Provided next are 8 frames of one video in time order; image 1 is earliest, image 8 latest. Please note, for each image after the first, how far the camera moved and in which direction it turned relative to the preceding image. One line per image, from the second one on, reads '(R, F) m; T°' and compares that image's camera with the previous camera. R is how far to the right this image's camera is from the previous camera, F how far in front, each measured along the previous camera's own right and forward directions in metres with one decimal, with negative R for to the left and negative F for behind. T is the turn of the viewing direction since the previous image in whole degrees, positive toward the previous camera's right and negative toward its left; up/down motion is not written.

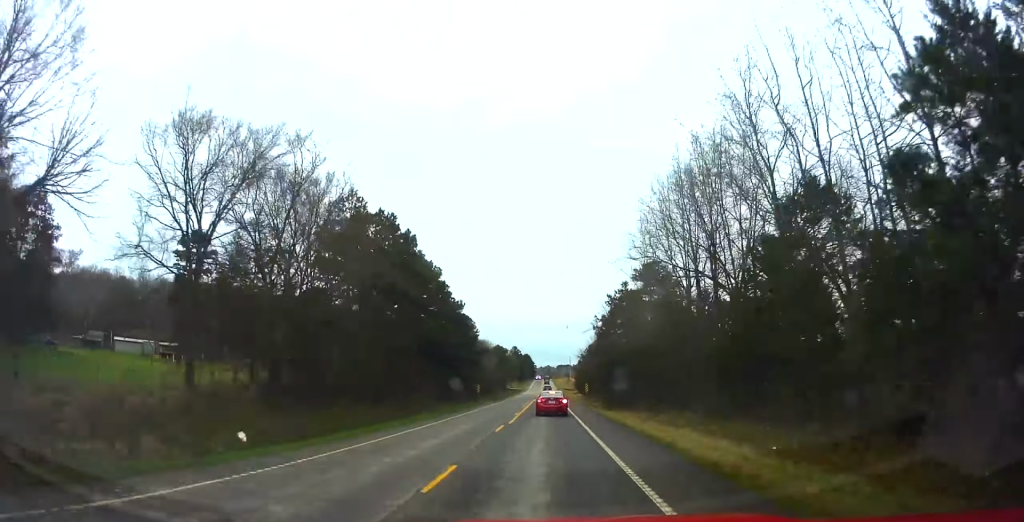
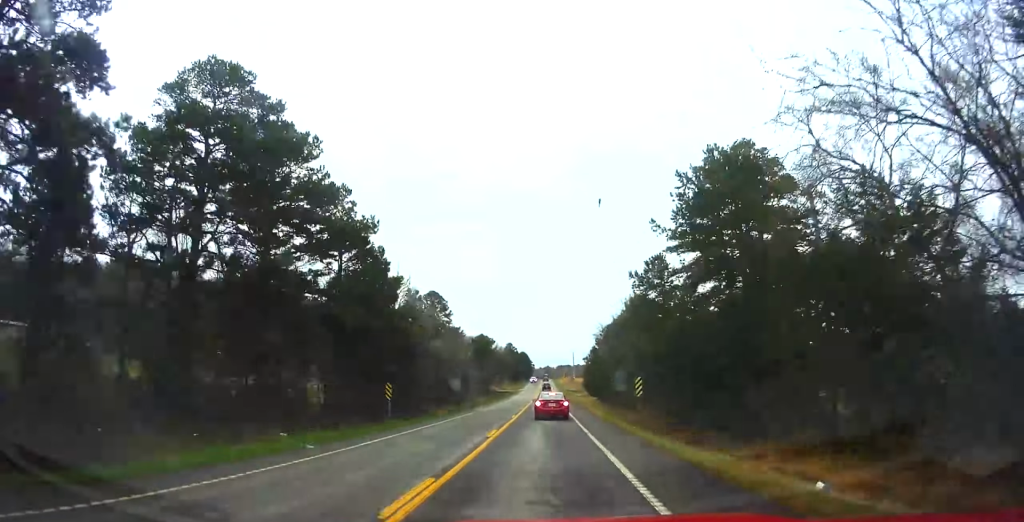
(+0.3, +35.7) m; 0°
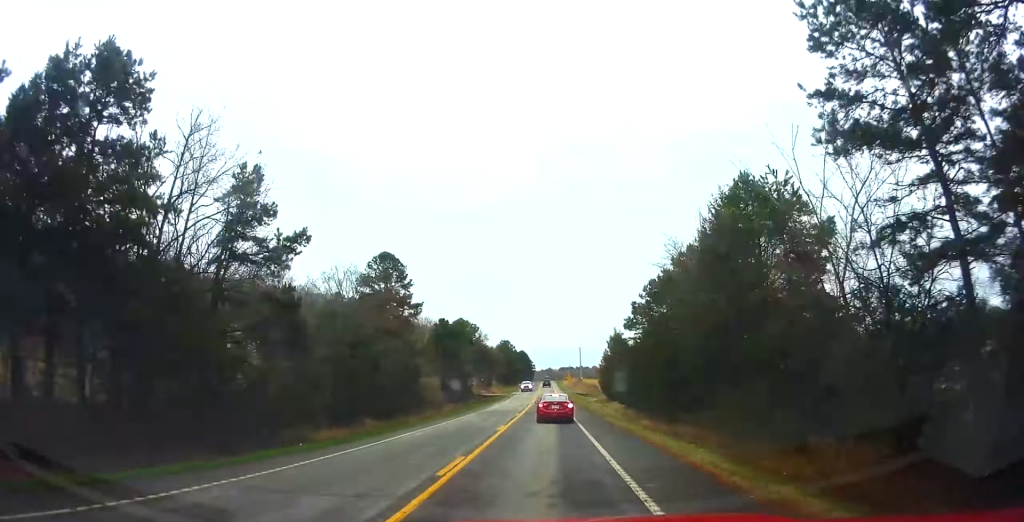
(-0.2, +31.4) m; 0°
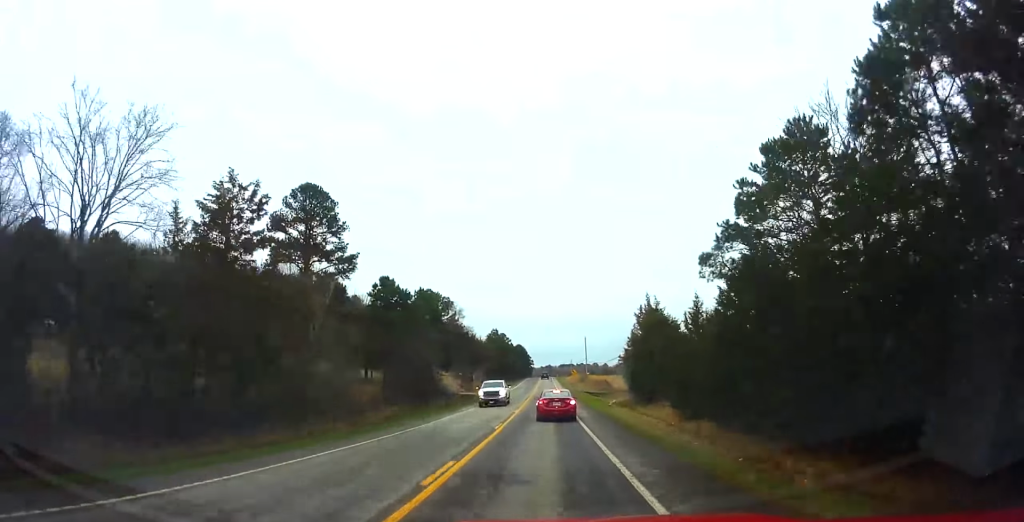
(-0.5, +26.5) m; 0°
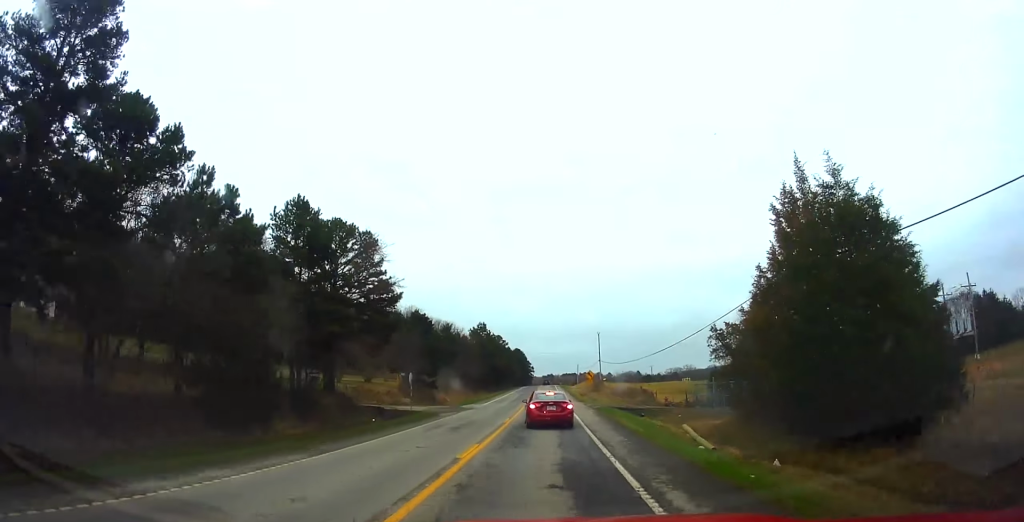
(+0.6, +36.7) m; 0°
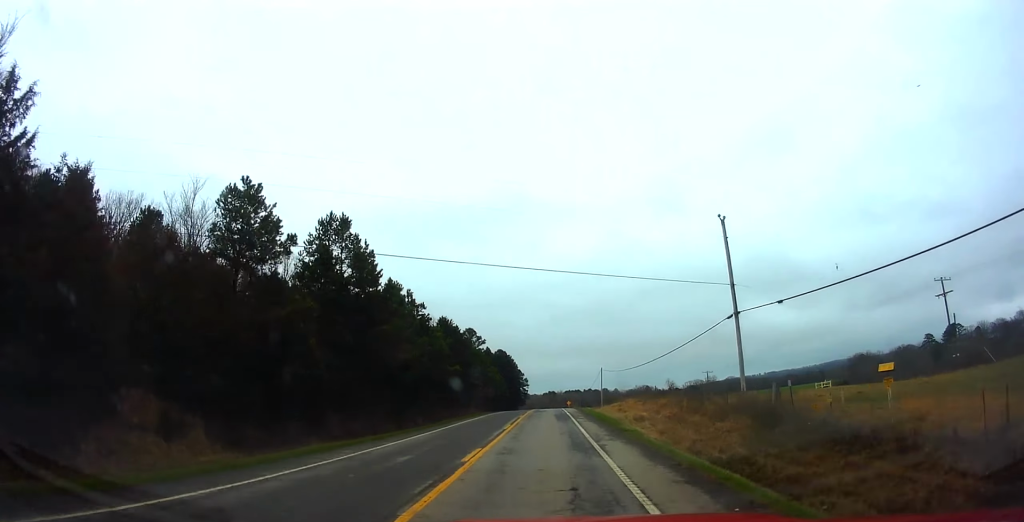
(-0.7, +88.9) m; 0°
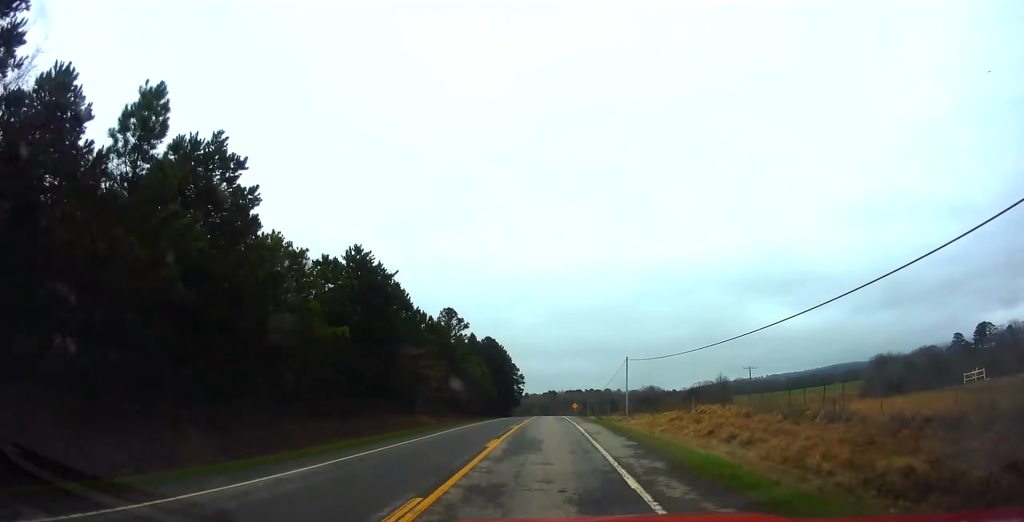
(+0.1, +31.2) m; 0°
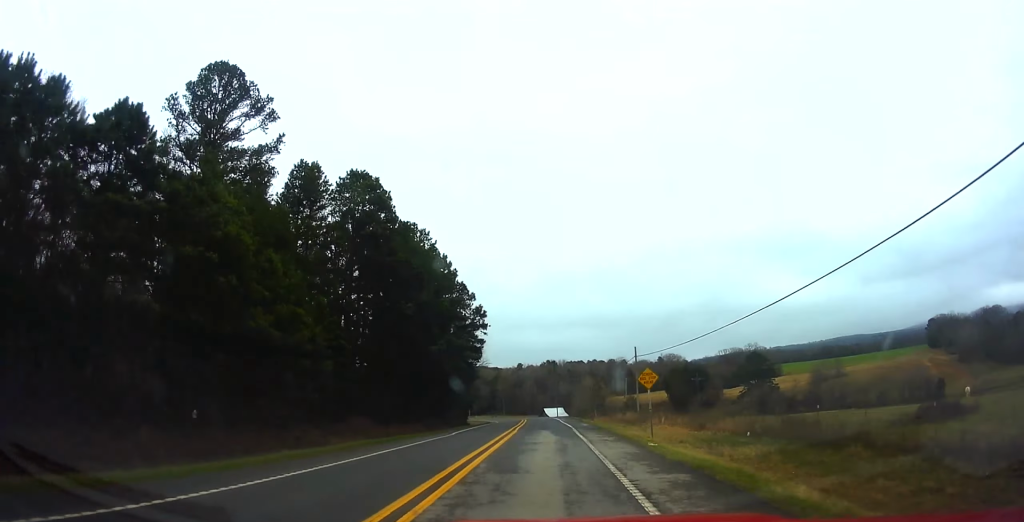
(0.0, +78.8) m; 0°
